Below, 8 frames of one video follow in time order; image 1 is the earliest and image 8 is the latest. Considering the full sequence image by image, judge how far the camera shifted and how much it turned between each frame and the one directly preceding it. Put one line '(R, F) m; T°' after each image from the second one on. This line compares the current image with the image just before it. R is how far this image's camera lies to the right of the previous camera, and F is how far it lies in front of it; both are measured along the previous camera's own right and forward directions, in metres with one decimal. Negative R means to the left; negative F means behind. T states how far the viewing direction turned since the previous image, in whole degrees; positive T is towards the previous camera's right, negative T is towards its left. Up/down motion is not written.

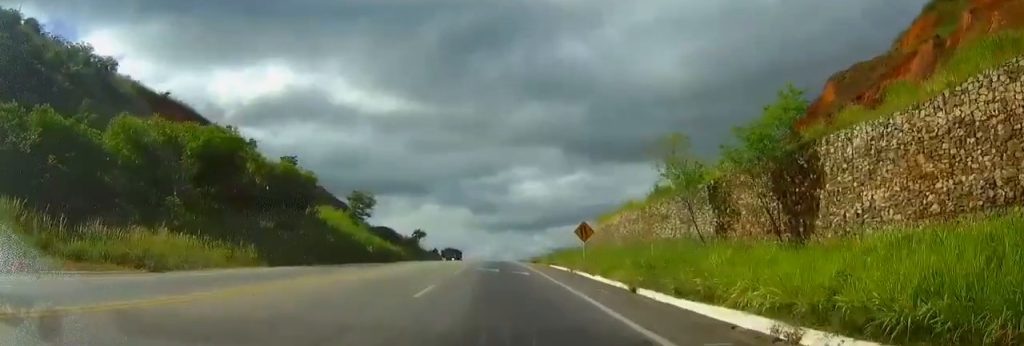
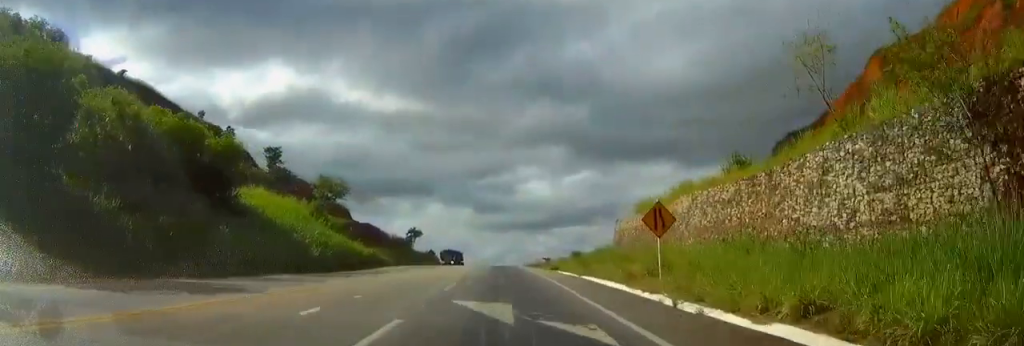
(-0.1, +19.7) m; 0°
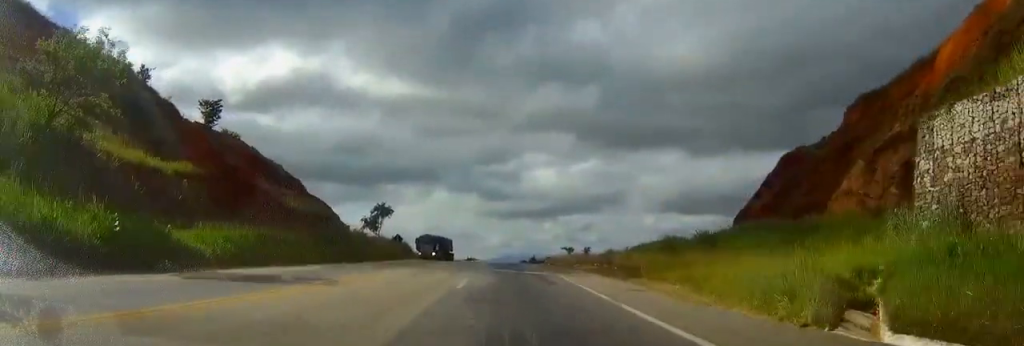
(0.0, +47.0) m; 0°
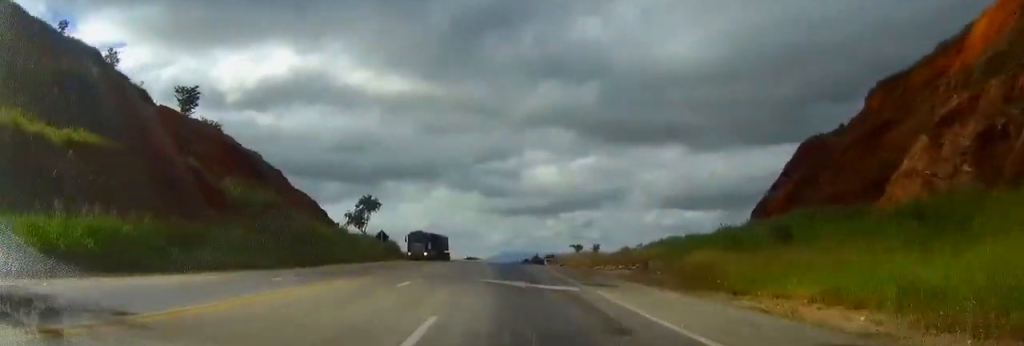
(0.0, +11.7) m; 0°
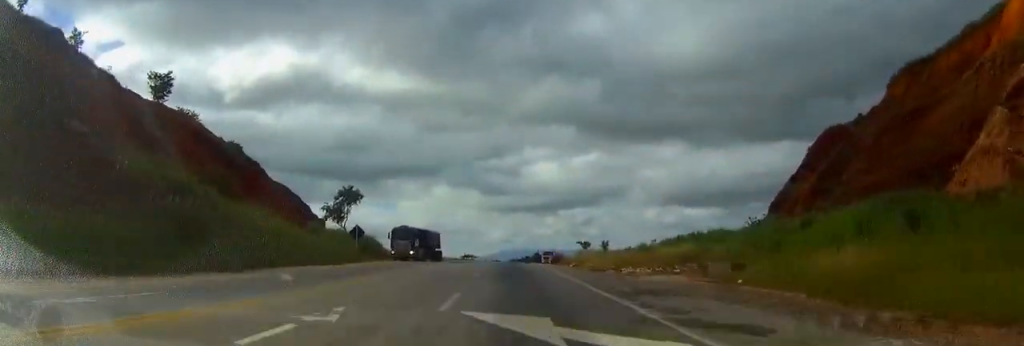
(0.0, +11.7) m; 0°
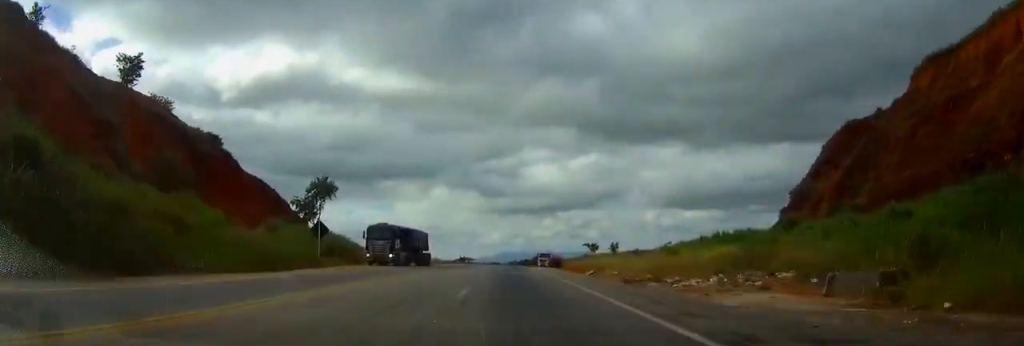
(0.0, +11.4) m; 0°
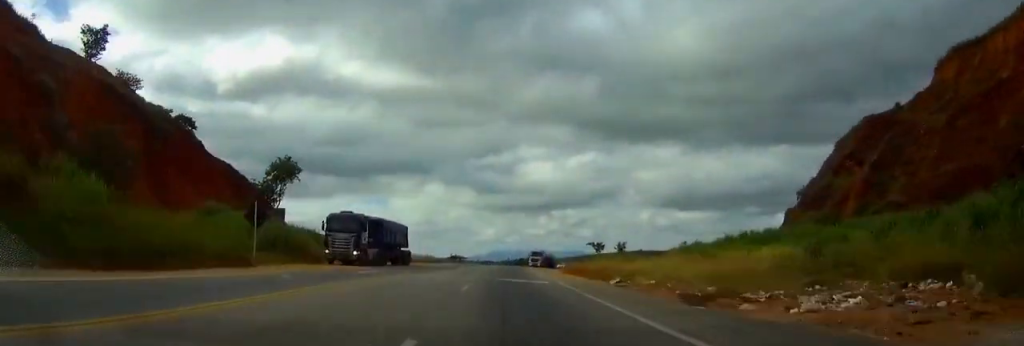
(-0.1, +11.3) m; 0°
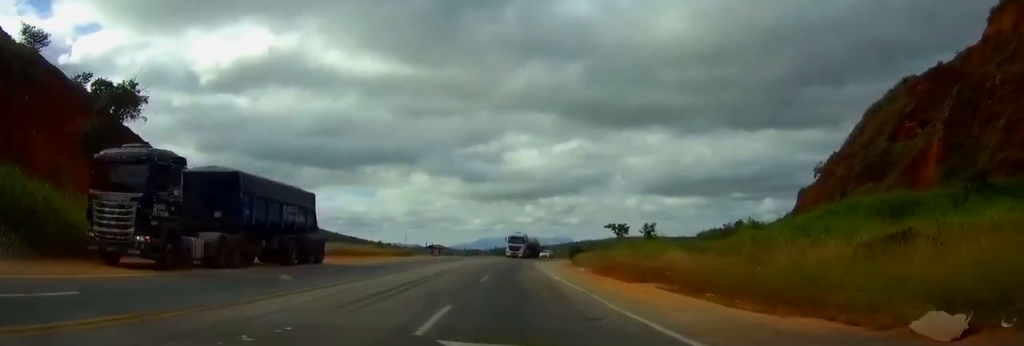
(+0.4, +25.4) m; +2°
